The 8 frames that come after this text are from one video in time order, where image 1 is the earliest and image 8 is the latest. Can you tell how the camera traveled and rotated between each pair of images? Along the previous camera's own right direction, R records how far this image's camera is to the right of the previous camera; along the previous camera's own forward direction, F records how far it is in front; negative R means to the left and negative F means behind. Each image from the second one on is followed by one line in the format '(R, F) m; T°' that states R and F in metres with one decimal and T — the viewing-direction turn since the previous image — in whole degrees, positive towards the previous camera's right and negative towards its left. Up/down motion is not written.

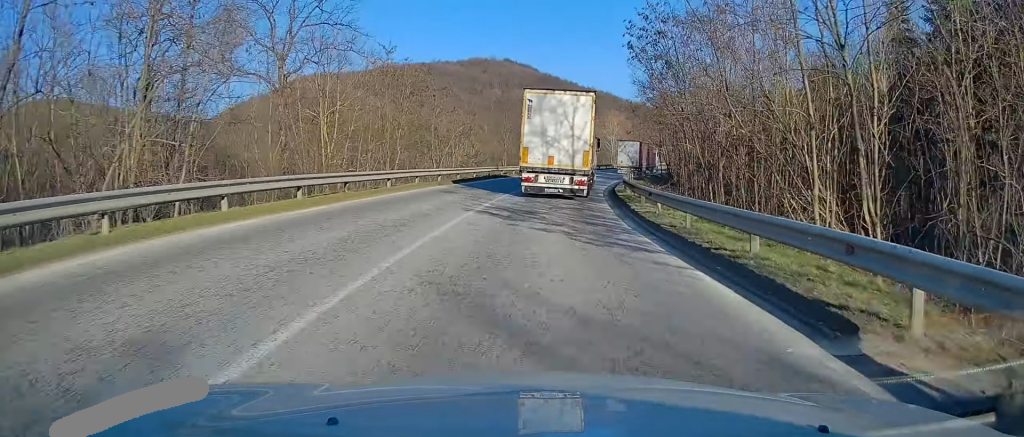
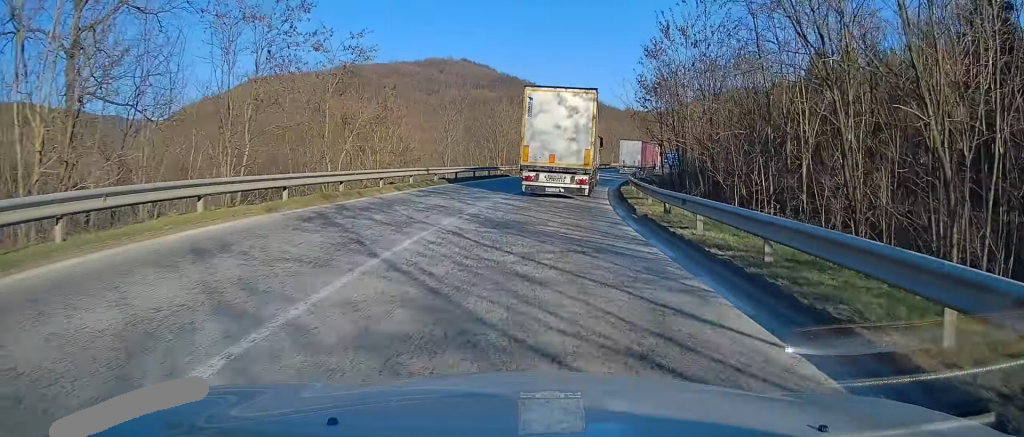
(+0.6, +16.7) m; +4°
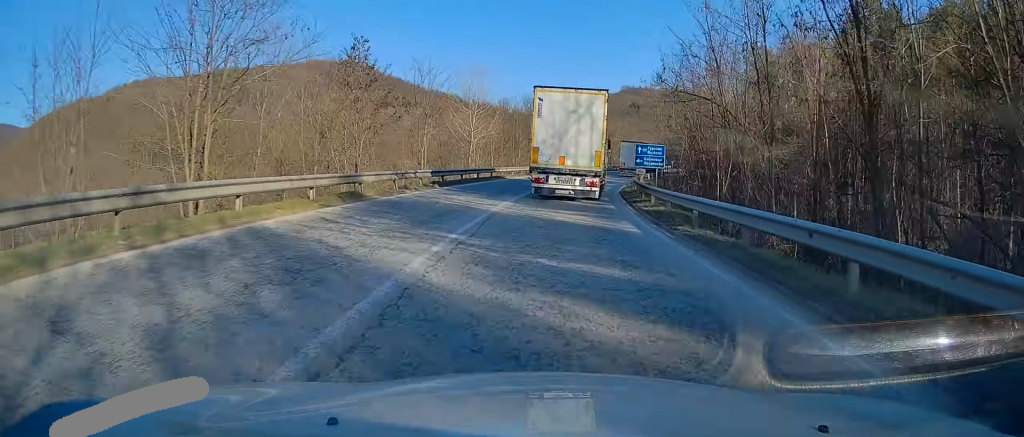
(+3.7, +41.1) m; +10°
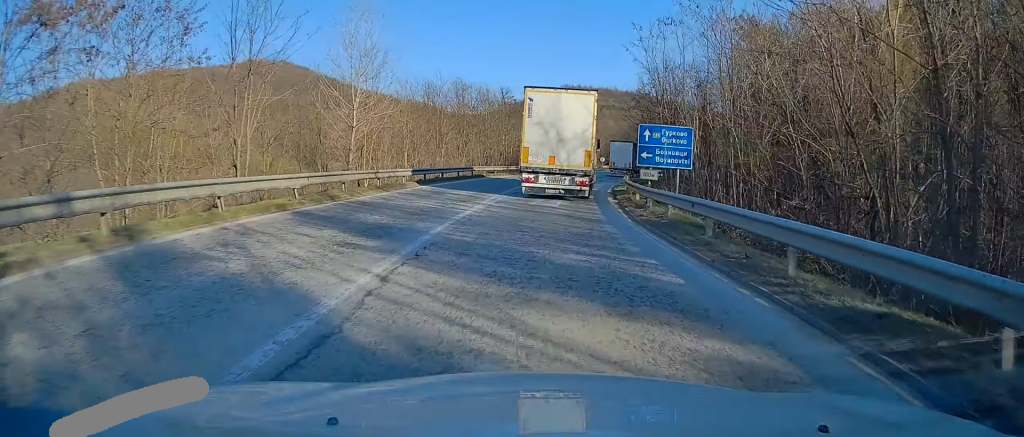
(+0.4, +18.9) m; +4°
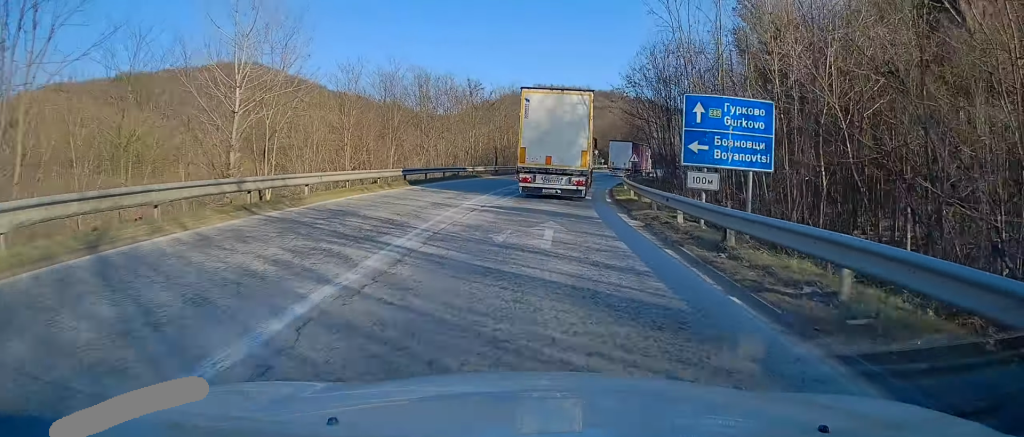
(+0.4, +9.7) m; +3°
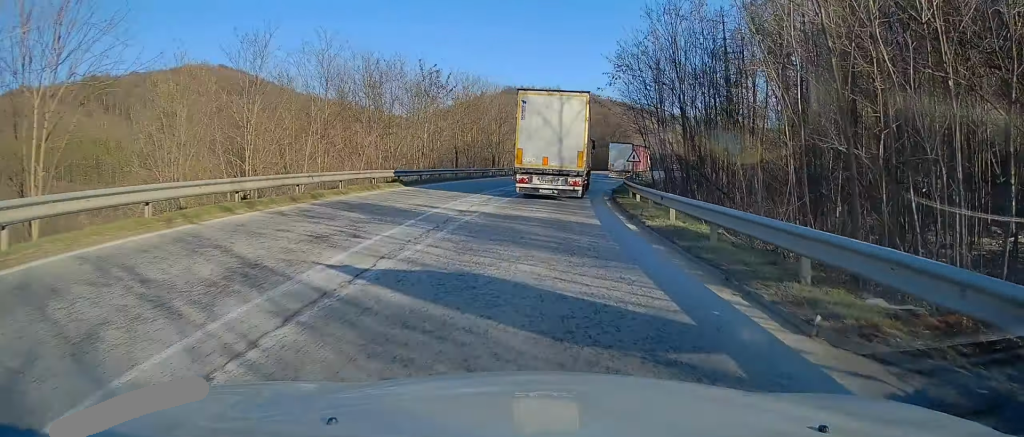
(+0.2, +11.1) m; +3°
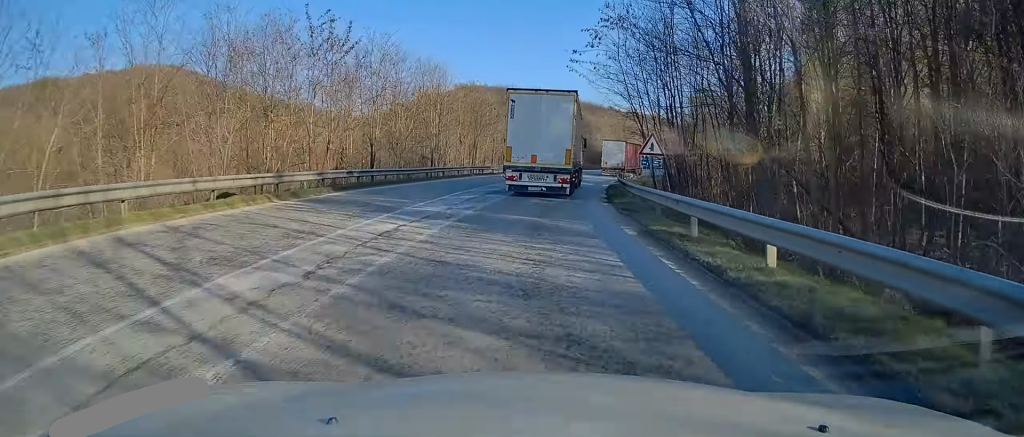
(+0.6, +15.2) m; +5°
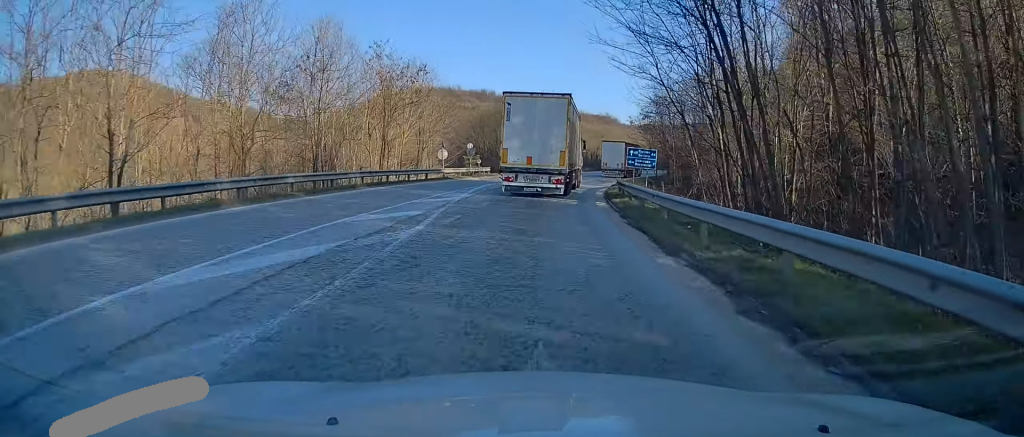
(+1.2, +20.6) m; +5°
